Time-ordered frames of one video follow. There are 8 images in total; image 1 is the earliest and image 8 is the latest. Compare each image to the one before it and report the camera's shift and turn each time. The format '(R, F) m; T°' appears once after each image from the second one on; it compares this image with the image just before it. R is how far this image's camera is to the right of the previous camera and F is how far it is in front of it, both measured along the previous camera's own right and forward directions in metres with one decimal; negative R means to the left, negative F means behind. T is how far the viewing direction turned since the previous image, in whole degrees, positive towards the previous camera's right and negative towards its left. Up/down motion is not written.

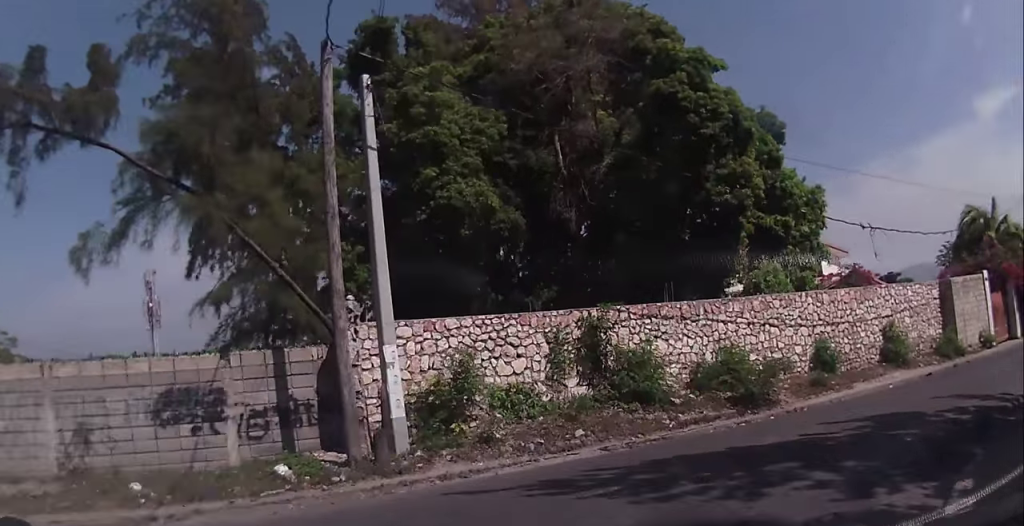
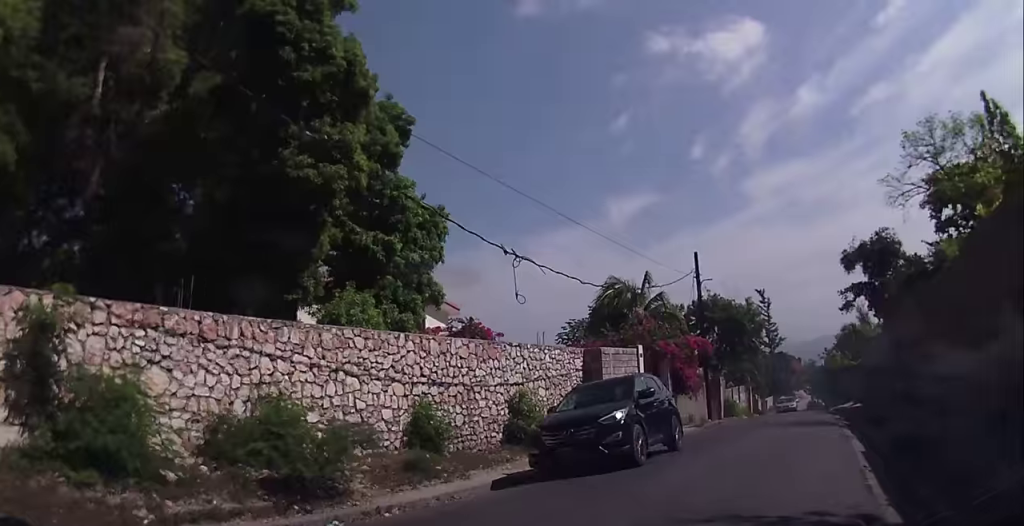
(+2.2, +5.7) m; +38°
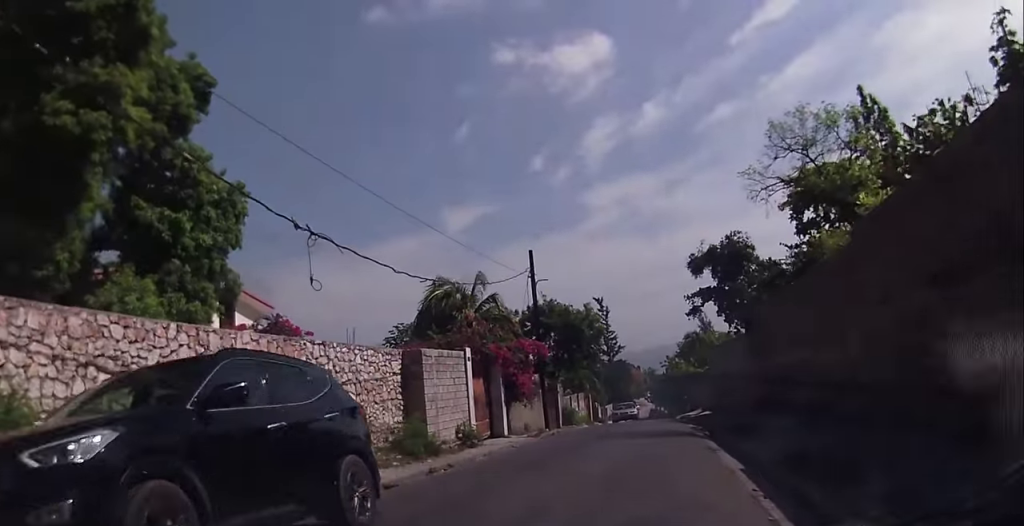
(+0.1, +2.4) m; +8°
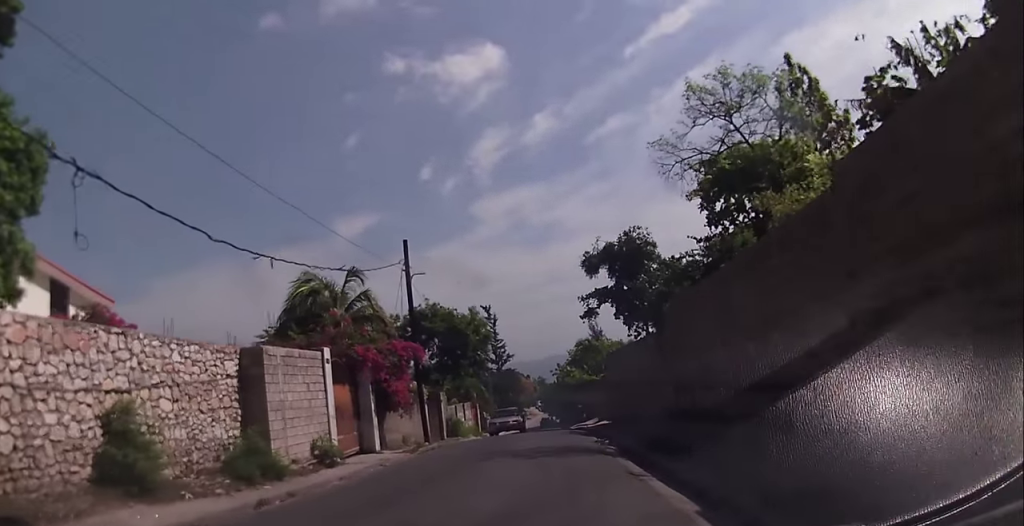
(+0.3, +3.6) m; +1°
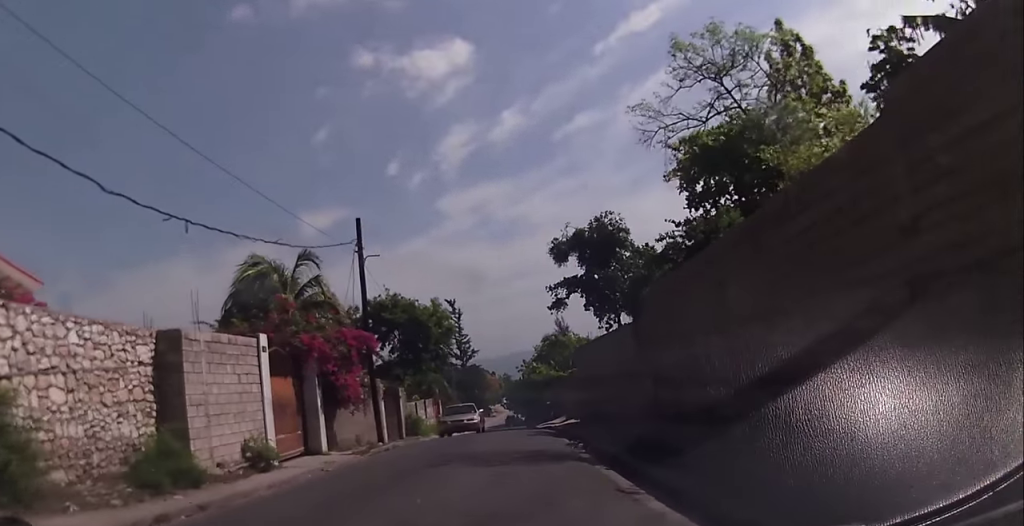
(0.0, +2.2) m; 0°
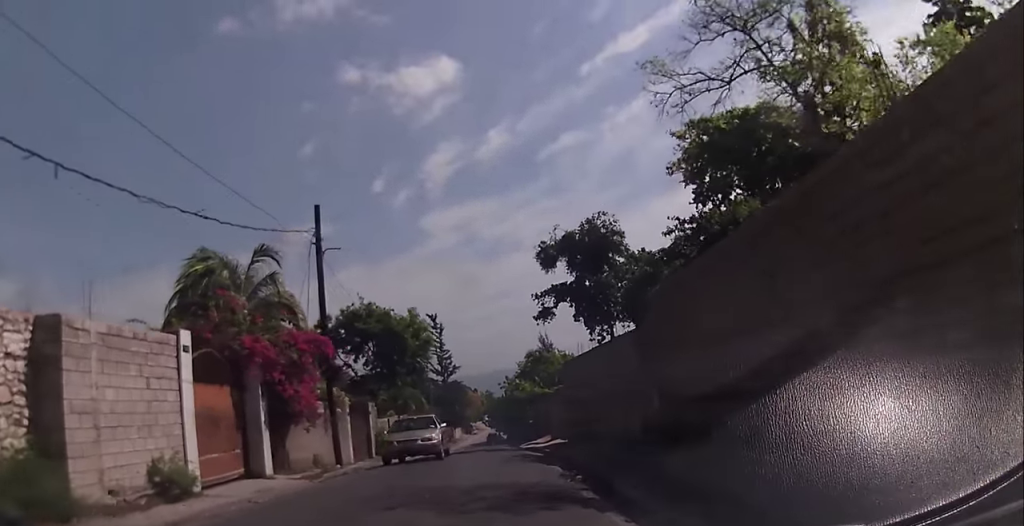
(-0.2, +3.2) m; 0°
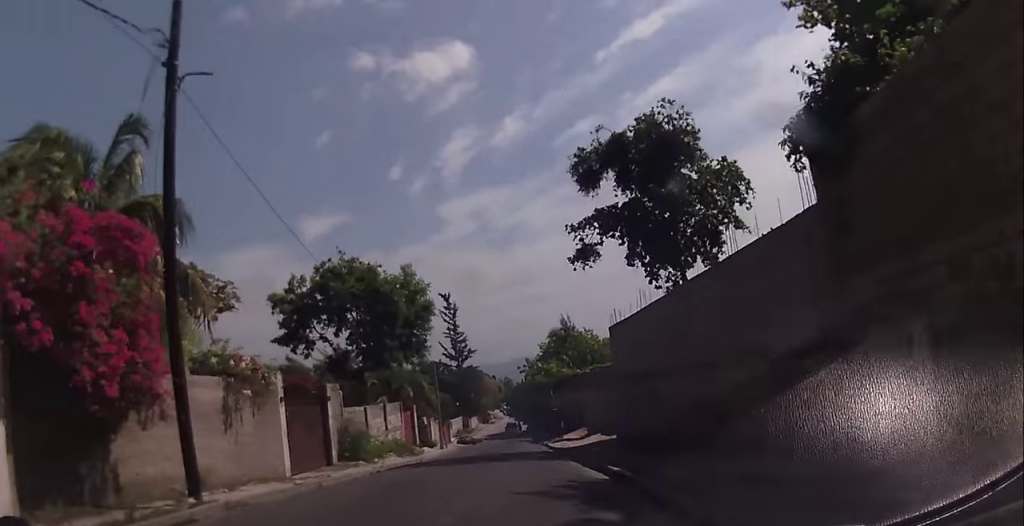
(+0.5, +10.2) m; +3°
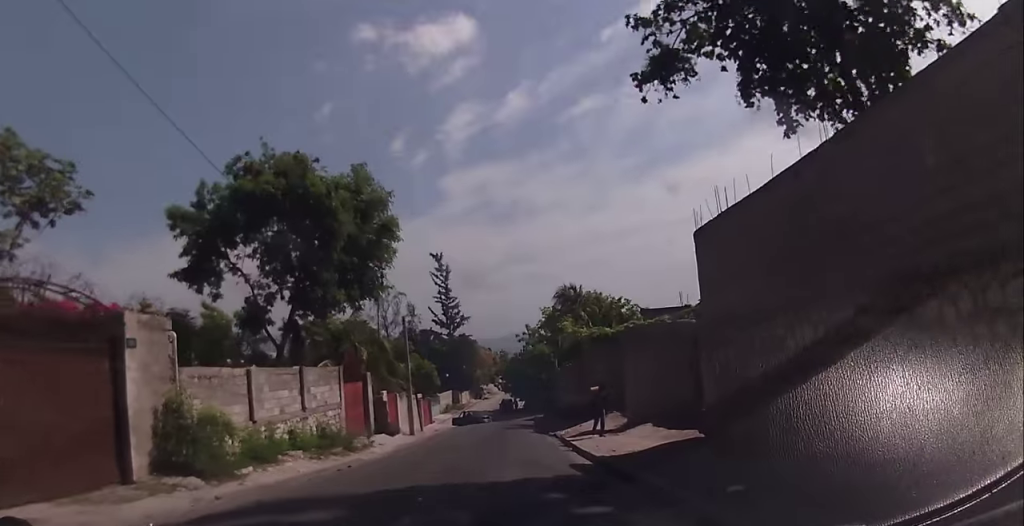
(-0.4, +11.9) m; -6°
